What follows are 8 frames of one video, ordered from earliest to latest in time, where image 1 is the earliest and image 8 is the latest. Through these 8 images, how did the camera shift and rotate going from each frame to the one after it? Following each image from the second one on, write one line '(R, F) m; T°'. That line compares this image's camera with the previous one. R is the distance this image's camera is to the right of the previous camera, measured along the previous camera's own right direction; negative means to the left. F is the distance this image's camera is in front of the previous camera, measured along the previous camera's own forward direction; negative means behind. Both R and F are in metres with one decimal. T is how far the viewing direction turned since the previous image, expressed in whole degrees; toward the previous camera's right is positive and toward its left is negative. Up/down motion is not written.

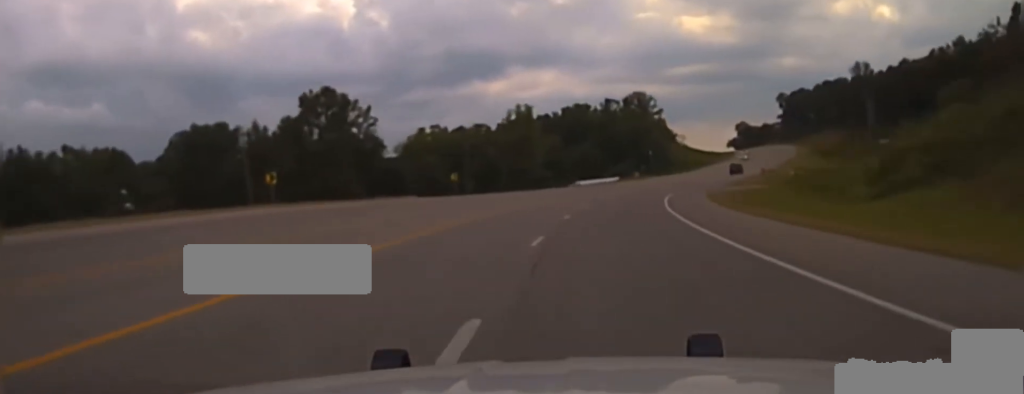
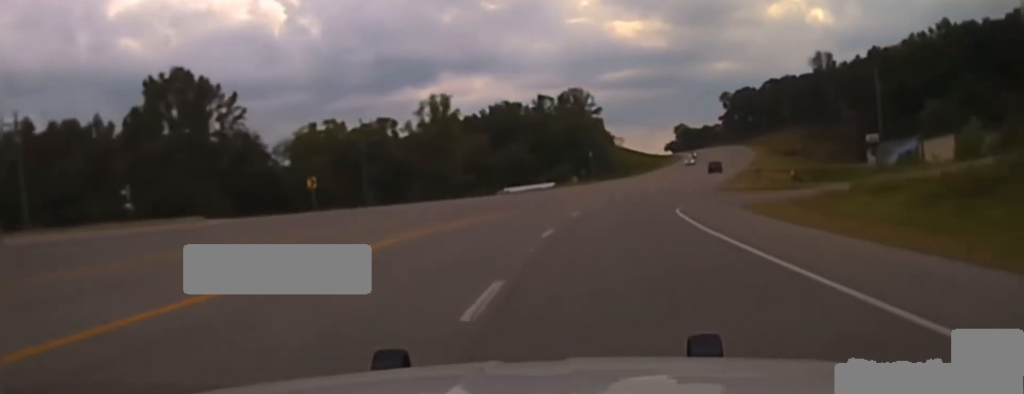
(+1.6, +34.2) m; +4°
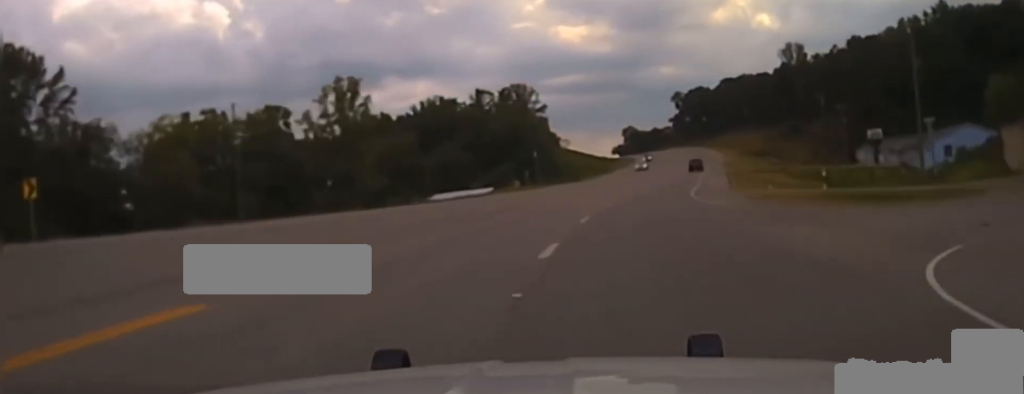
(+0.7, +30.5) m; +4°
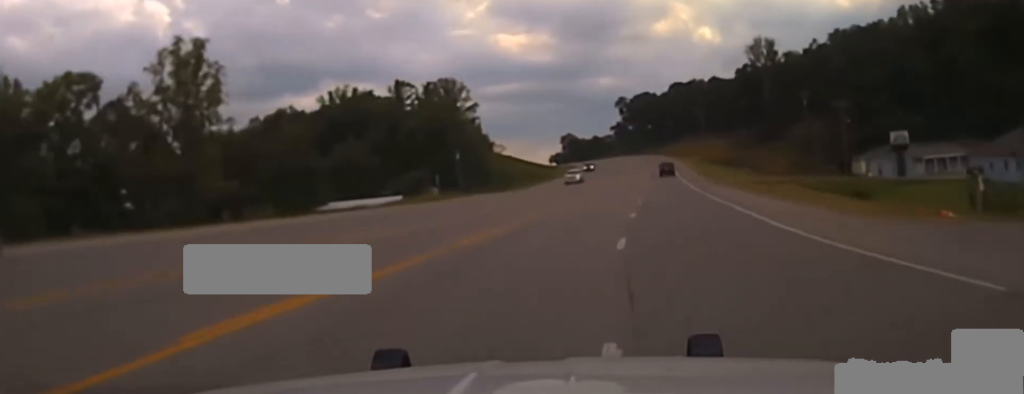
(+1.2, +35.3) m; +4°
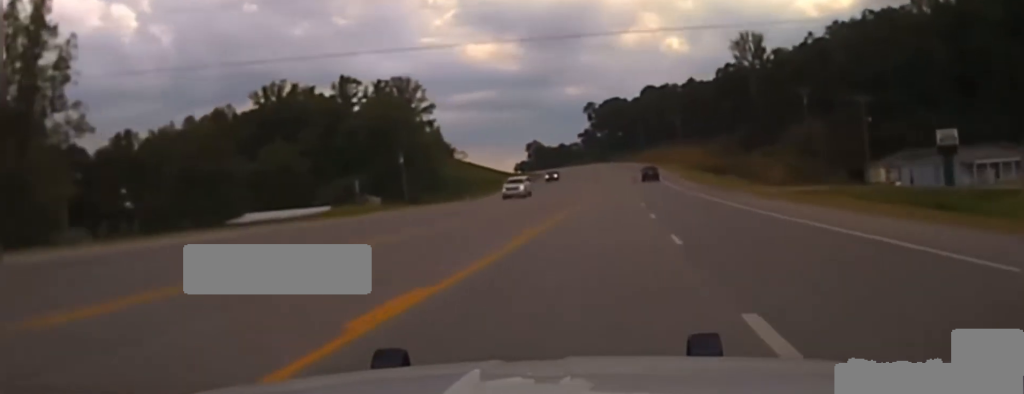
(+0.9, +23.6) m; +3°
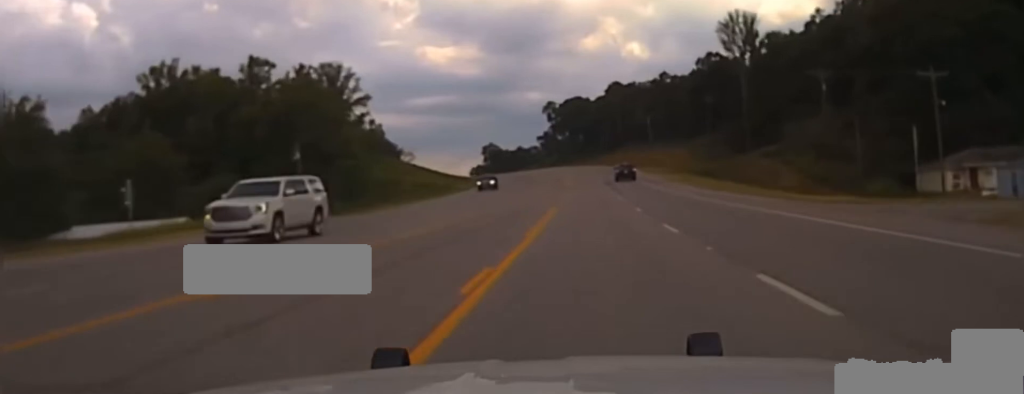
(+0.7, +33.9) m; +3°
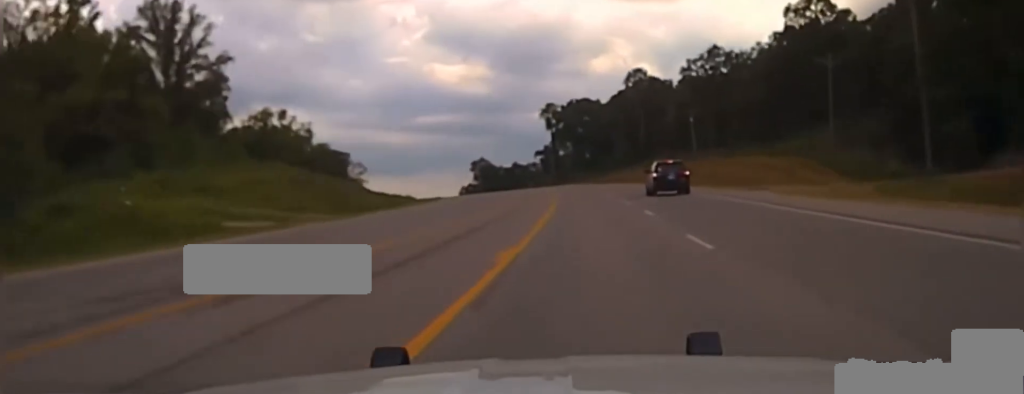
(+3.9, +91.4) m; +2°
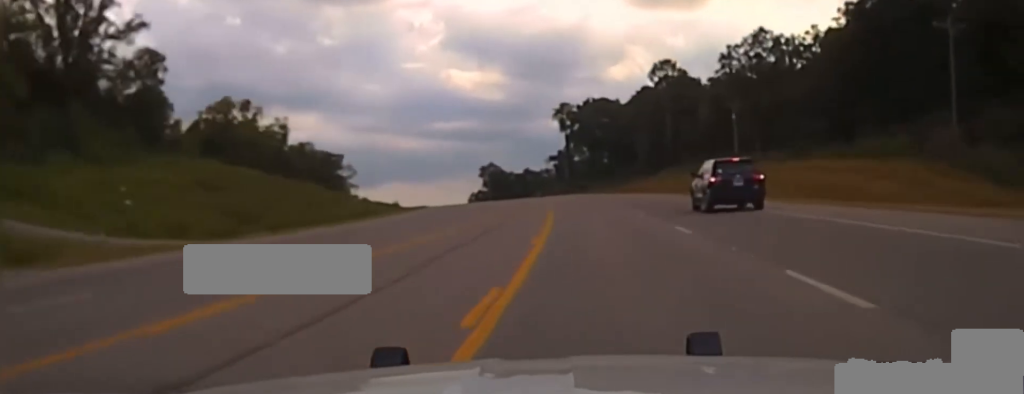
(-0.3, +31.2) m; -1°
